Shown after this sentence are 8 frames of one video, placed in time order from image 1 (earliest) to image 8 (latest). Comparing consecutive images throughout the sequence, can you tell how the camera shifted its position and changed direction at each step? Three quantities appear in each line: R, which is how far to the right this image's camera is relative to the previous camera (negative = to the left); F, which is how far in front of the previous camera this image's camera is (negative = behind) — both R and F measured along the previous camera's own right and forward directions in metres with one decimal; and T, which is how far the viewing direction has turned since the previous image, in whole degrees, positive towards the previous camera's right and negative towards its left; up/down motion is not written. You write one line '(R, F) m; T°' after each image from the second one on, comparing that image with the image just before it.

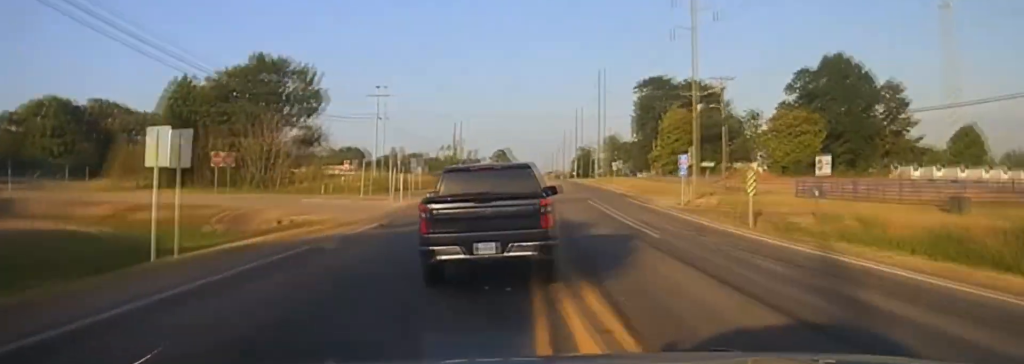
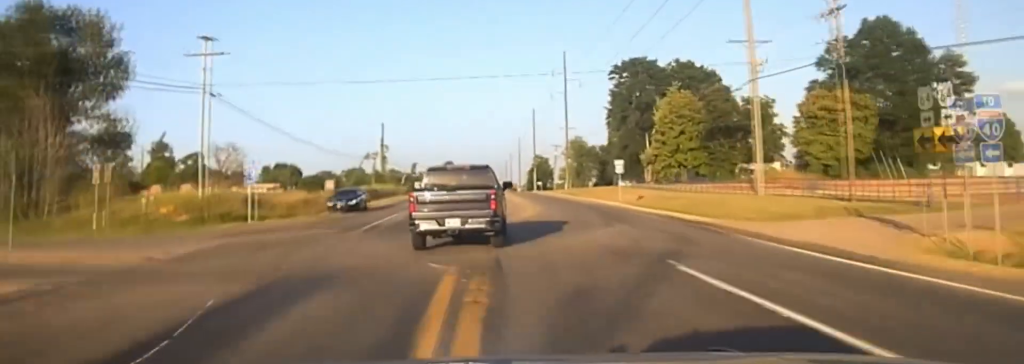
(+1.5, +39.7) m; +4°
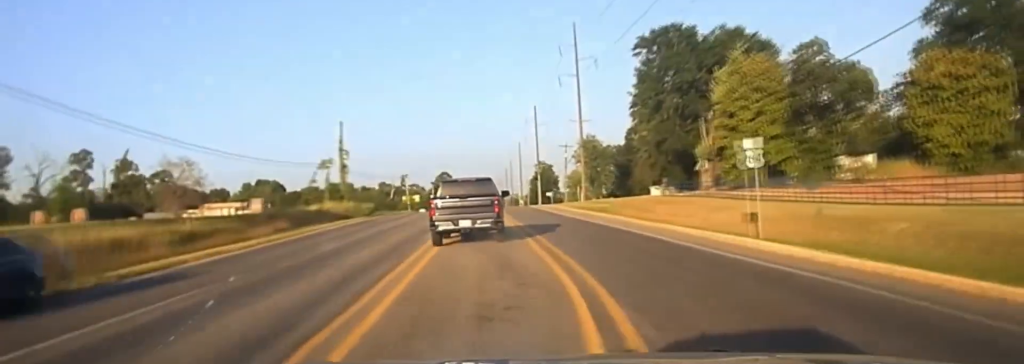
(+0.6, +33.4) m; +1°
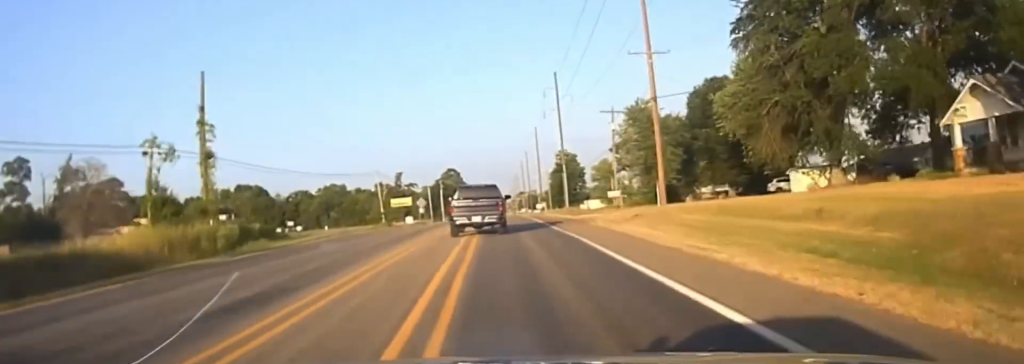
(-0.5, +54.2) m; -1°
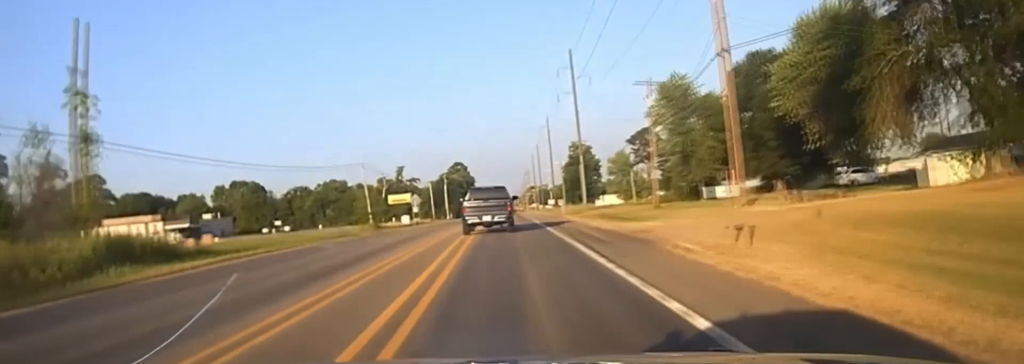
(-0.2, +18.3) m; -1°
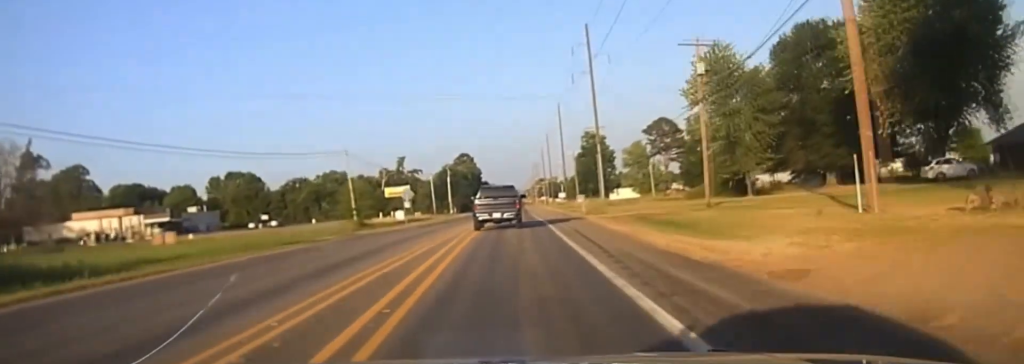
(0.0, +17.5) m; 0°
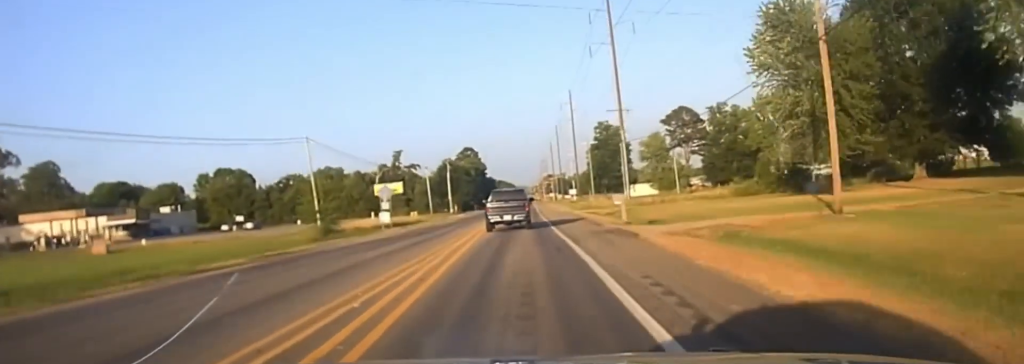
(0.0, +17.6) m; 0°
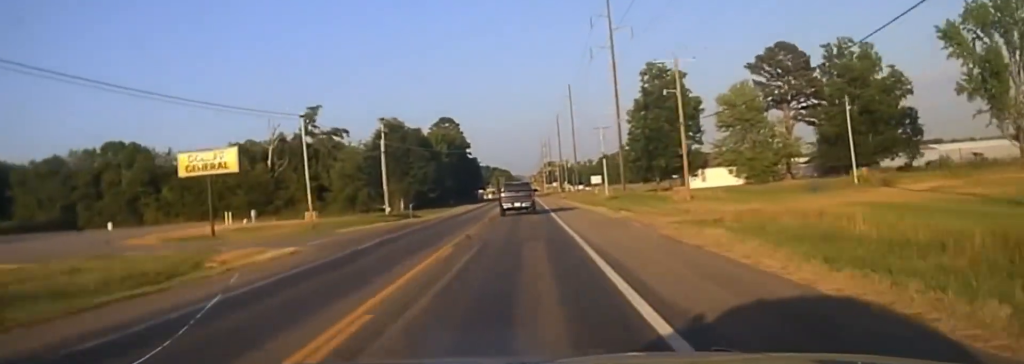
(-0.2, +85.7) m; -1°
